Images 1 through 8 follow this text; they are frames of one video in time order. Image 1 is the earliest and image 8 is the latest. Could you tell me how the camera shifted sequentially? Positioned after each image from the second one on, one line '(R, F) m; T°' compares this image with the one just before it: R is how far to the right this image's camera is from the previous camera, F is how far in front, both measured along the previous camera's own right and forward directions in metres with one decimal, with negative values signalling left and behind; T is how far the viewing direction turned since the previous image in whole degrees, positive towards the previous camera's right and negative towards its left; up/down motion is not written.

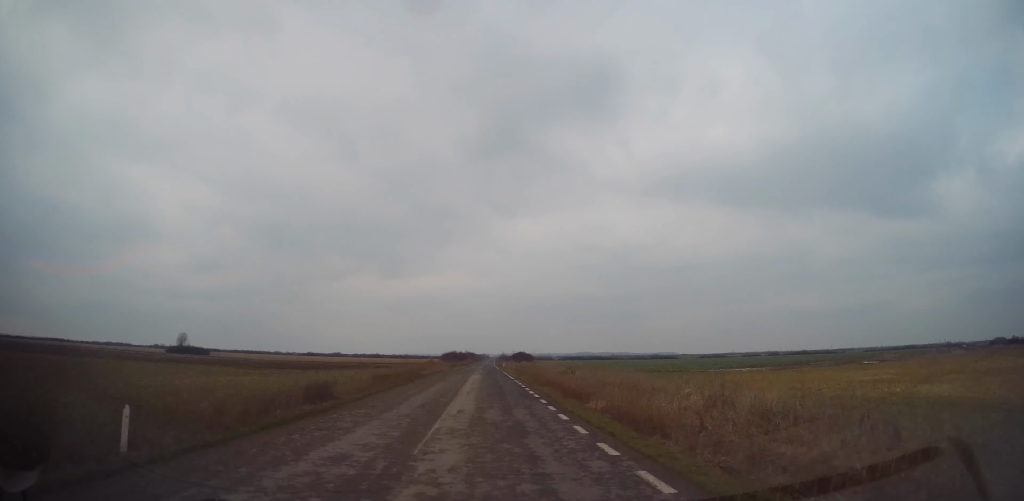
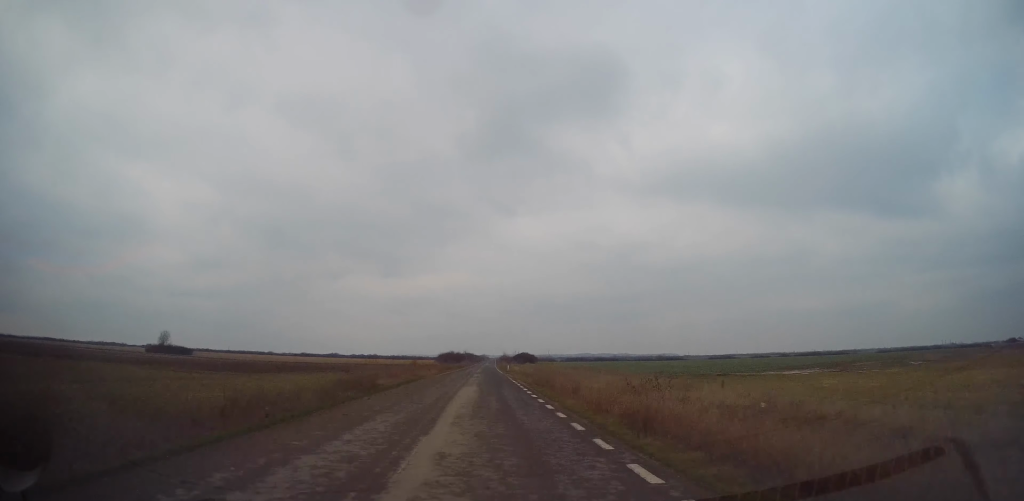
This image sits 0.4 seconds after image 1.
(-0.2, +13.6) m; 0°
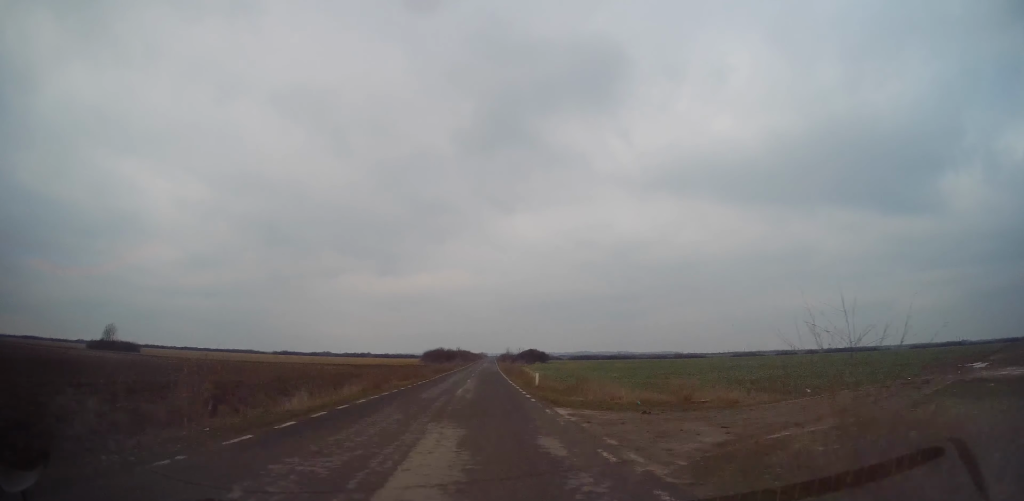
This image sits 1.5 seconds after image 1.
(+0.5, +33.4) m; 0°
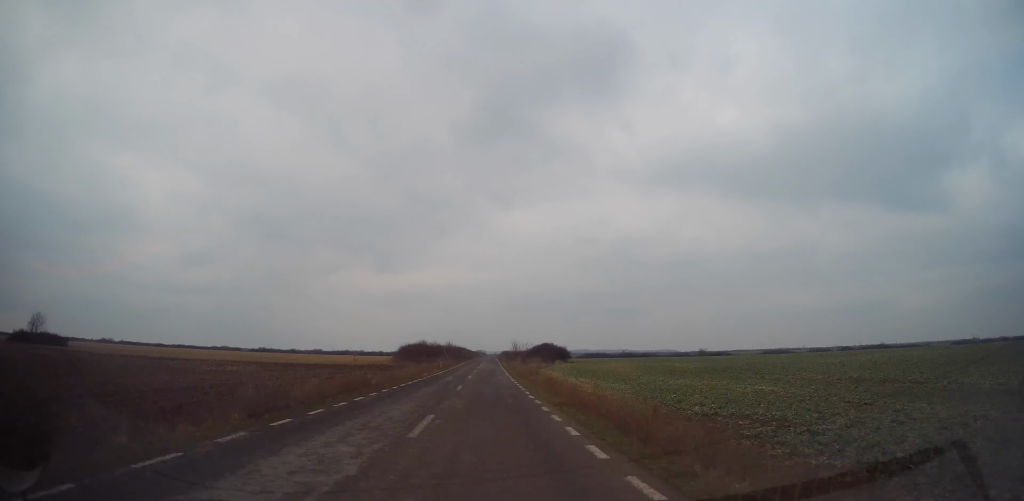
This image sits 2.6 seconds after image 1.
(-0.5, +33.9) m; -1°
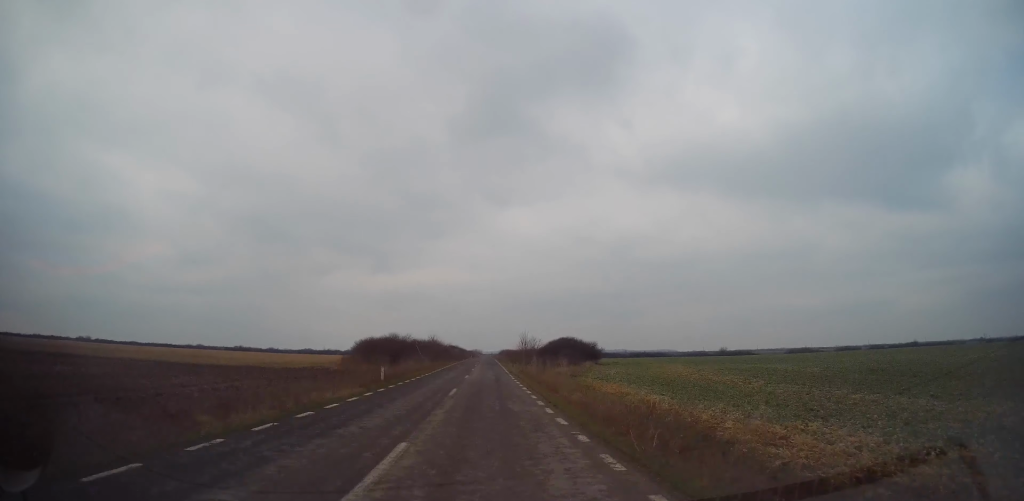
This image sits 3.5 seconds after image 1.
(+0.1, +26.8) m; +1°
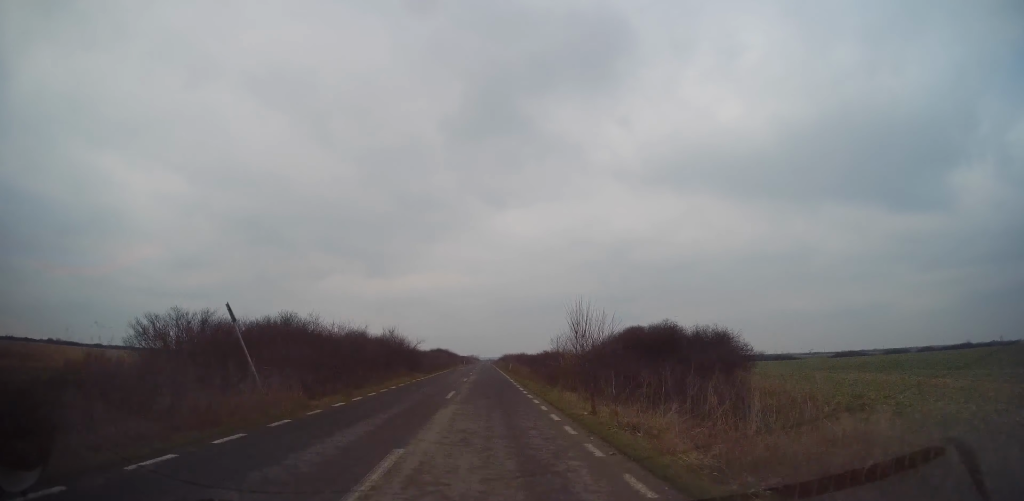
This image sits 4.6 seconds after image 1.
(+0.5, +35.5) m; +1°
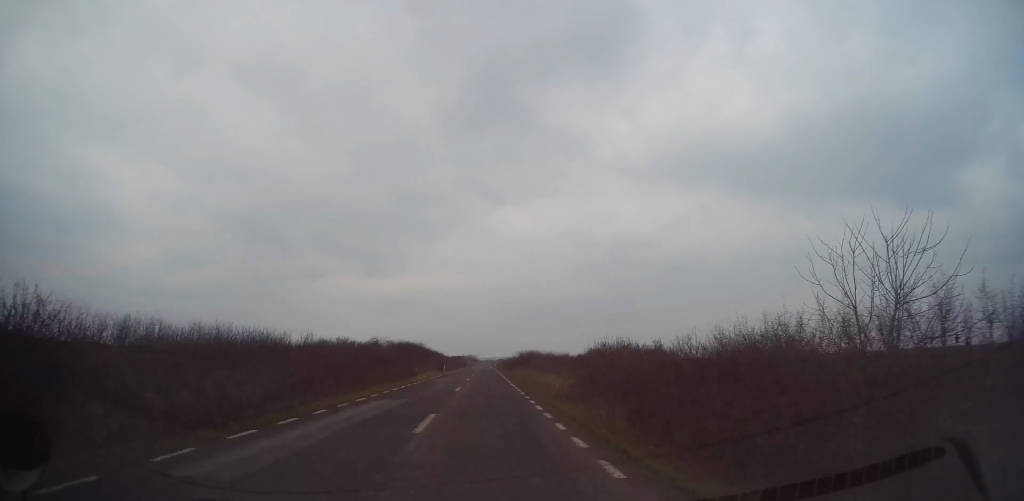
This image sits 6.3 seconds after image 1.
(-0.1, +54.4) m; 0°
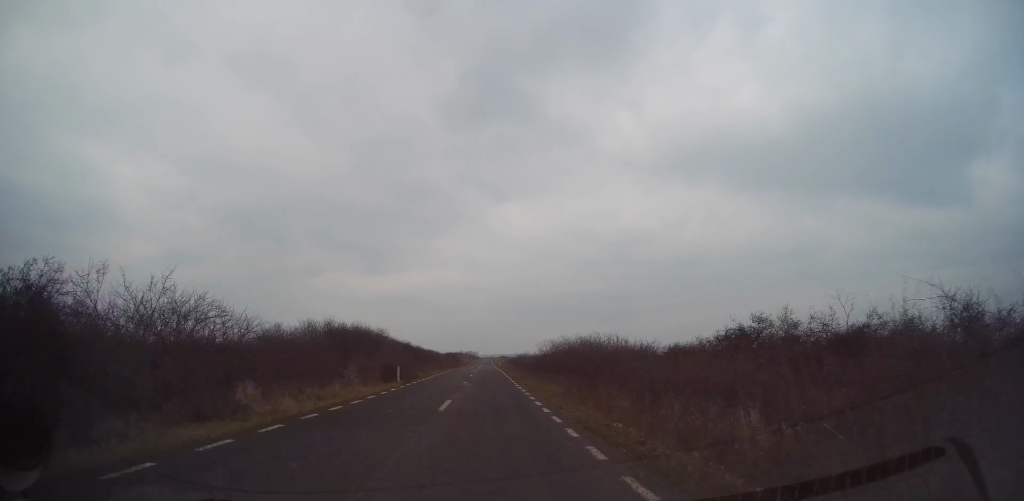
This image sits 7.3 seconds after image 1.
(+0.4, +31.0) m; 0°
